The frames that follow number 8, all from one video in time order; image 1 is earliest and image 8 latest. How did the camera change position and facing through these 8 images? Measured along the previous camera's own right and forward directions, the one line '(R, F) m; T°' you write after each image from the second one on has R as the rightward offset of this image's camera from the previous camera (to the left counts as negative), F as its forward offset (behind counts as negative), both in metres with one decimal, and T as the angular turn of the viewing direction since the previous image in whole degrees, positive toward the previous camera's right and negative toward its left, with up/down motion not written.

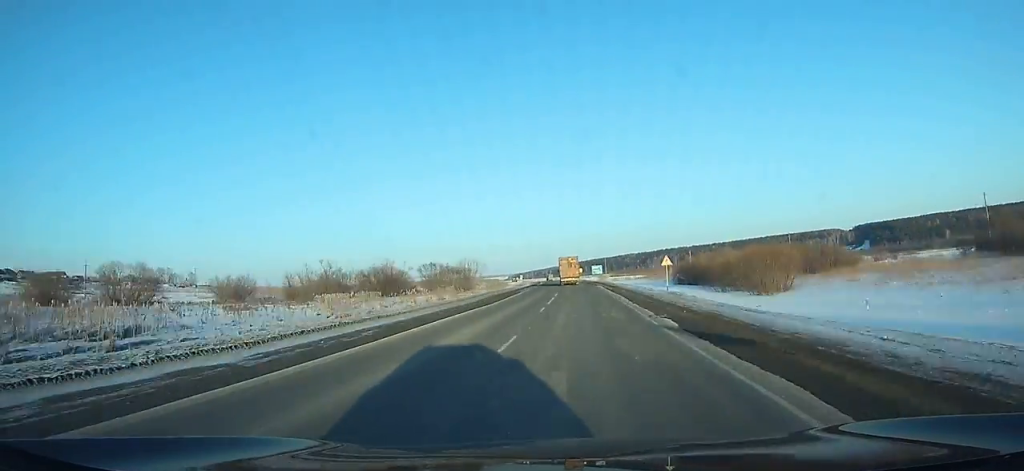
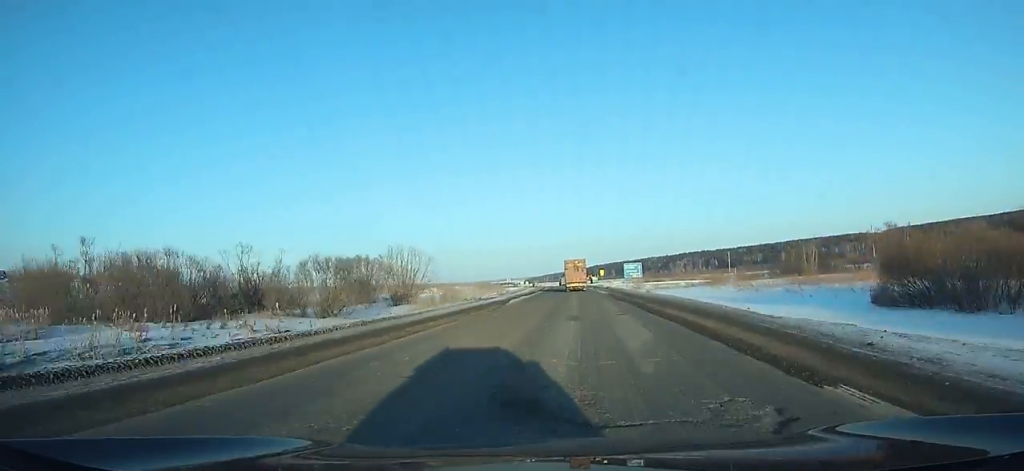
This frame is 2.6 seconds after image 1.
(-0.5, +60.2) m; -1°
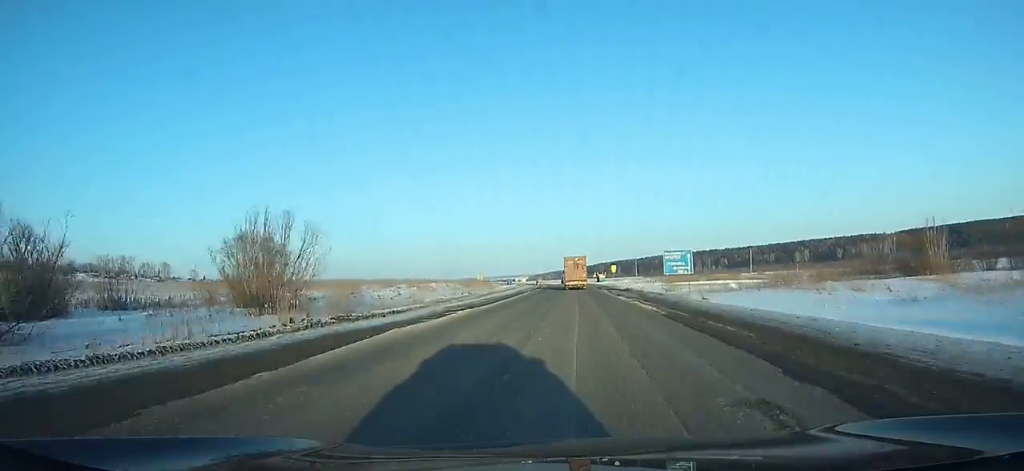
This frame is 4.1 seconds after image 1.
(0.0, +34.4) m; -1°
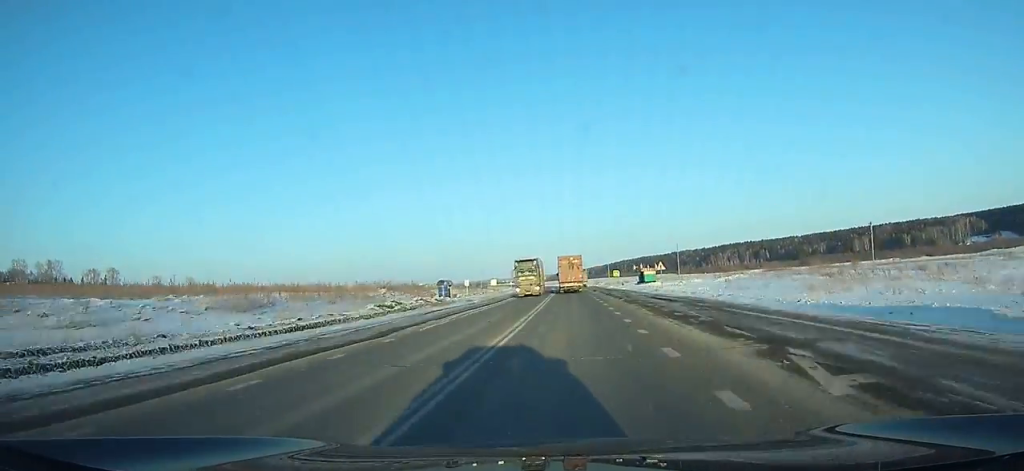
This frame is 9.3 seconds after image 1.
(-2.2, +115.8) m; -2°
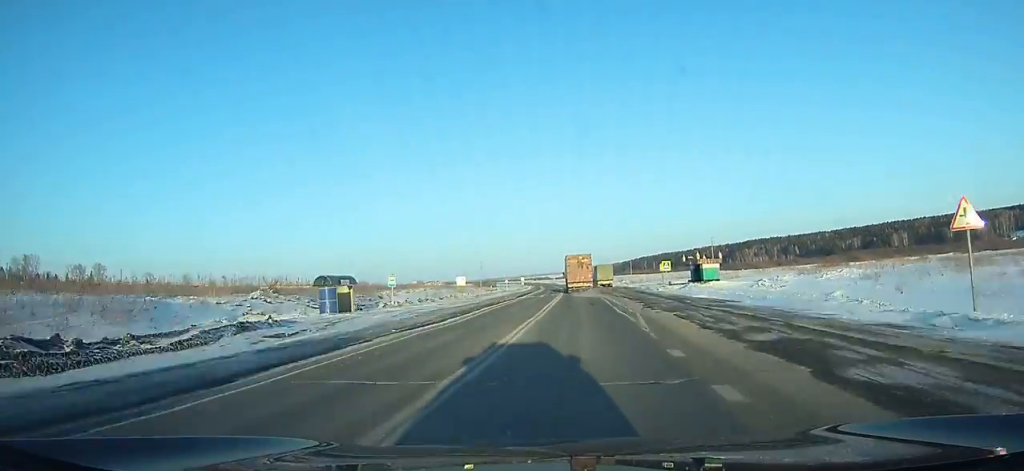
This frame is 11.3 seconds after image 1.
(-0.6, +43.8) m; -1°
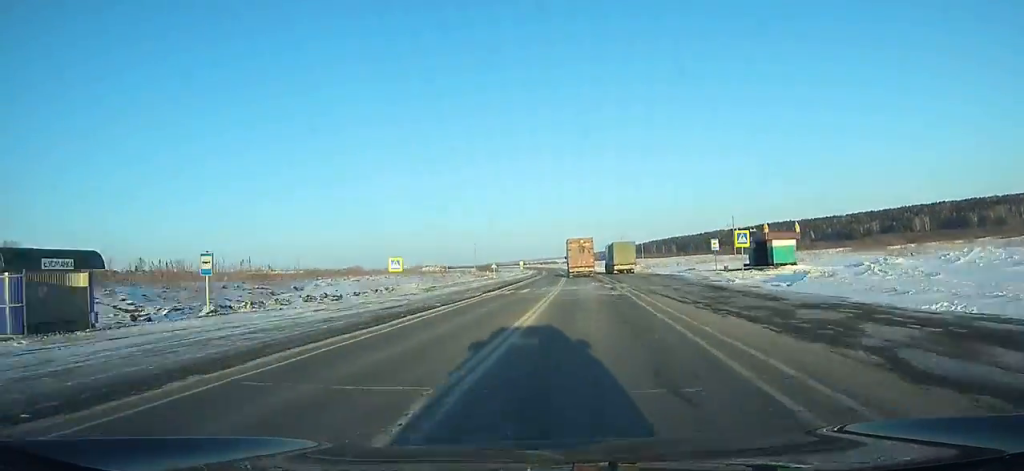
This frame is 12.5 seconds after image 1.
(-0.2, +26.3) m; -1°
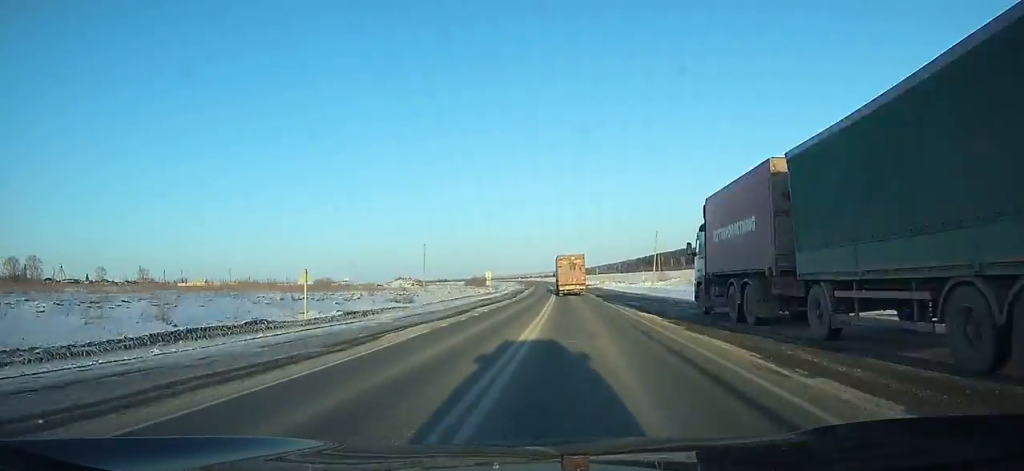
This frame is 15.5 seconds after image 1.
(-0.7, +65.3) m; -1°
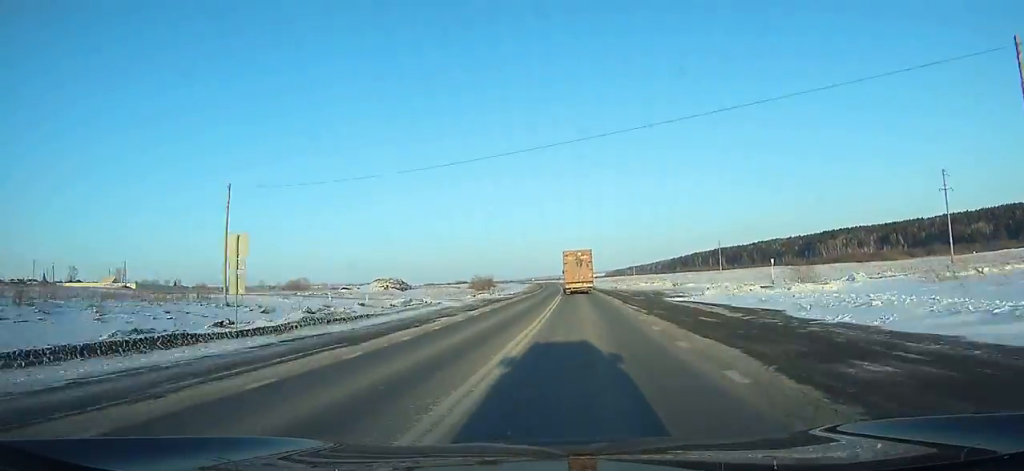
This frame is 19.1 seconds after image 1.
(-1.0, +78.5) m; -2°
